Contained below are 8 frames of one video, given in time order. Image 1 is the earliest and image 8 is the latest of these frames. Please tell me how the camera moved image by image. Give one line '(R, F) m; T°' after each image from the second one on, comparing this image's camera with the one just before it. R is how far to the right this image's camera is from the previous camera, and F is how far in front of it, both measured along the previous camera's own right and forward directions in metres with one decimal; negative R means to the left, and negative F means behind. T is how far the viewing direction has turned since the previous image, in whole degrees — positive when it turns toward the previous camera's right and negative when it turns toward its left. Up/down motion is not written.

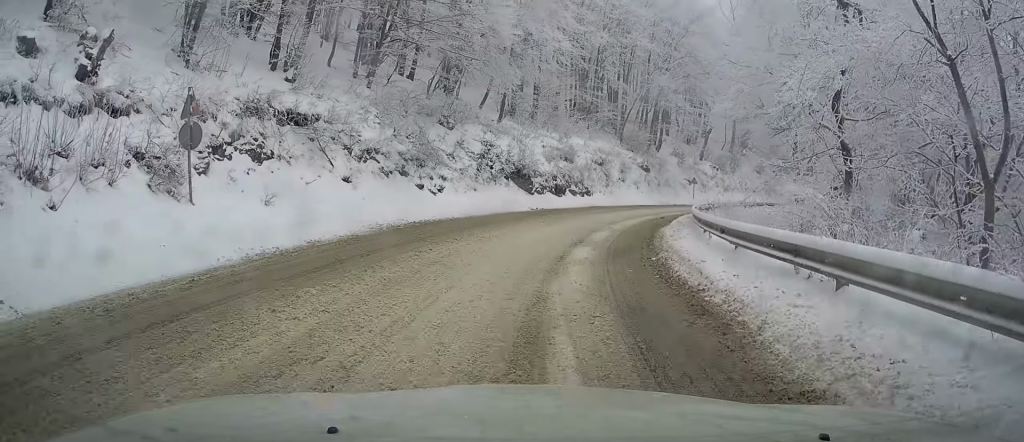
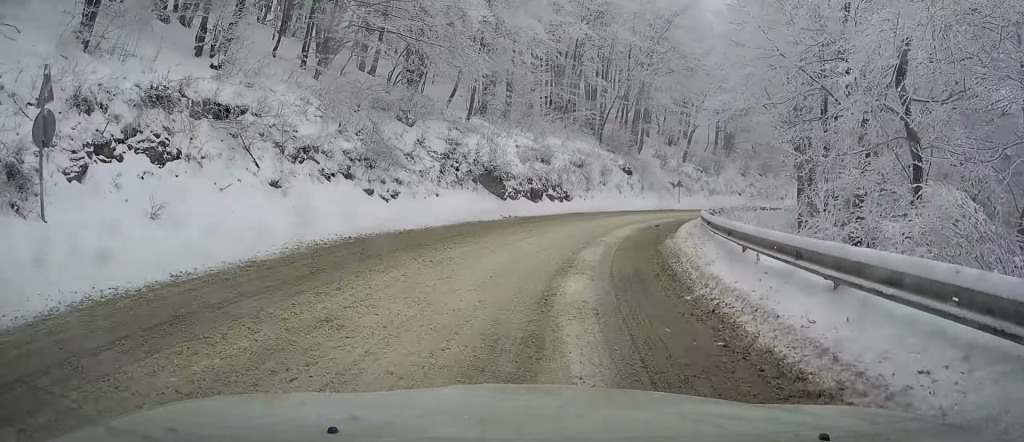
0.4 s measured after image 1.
(-0.3, +4.2) m; +3°
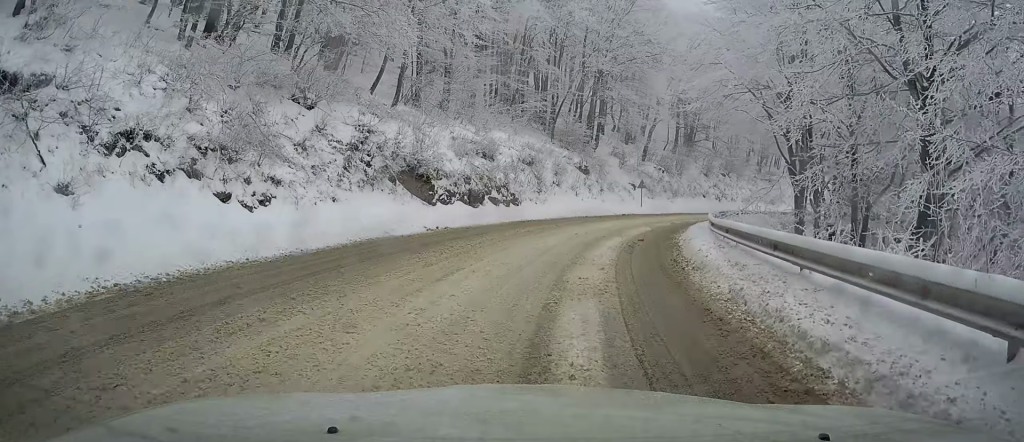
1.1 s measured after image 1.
(+0.7, +6.9) m; +7°
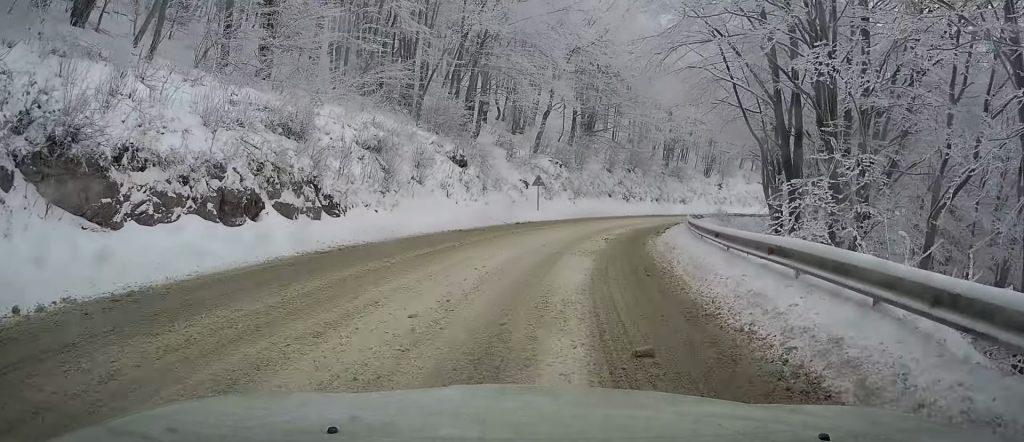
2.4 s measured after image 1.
(+1.1, +12.8) m; +8°
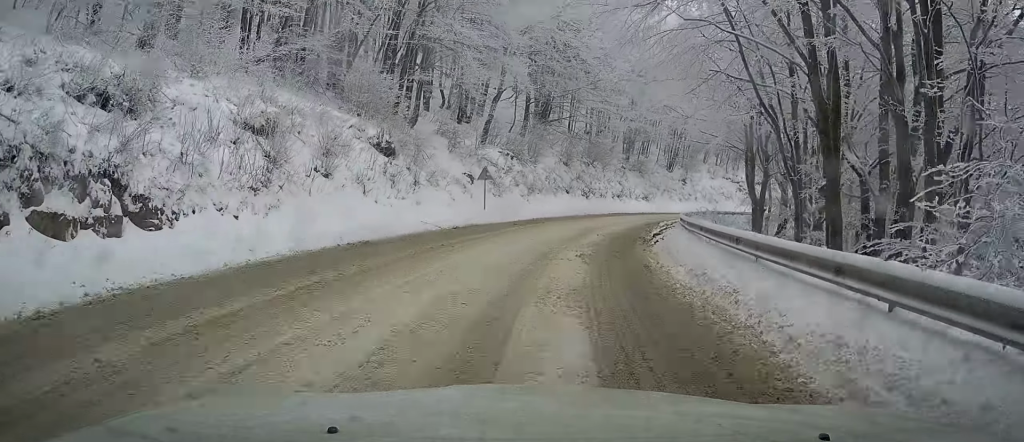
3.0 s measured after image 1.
(+0.2, +6.4) m; +2°
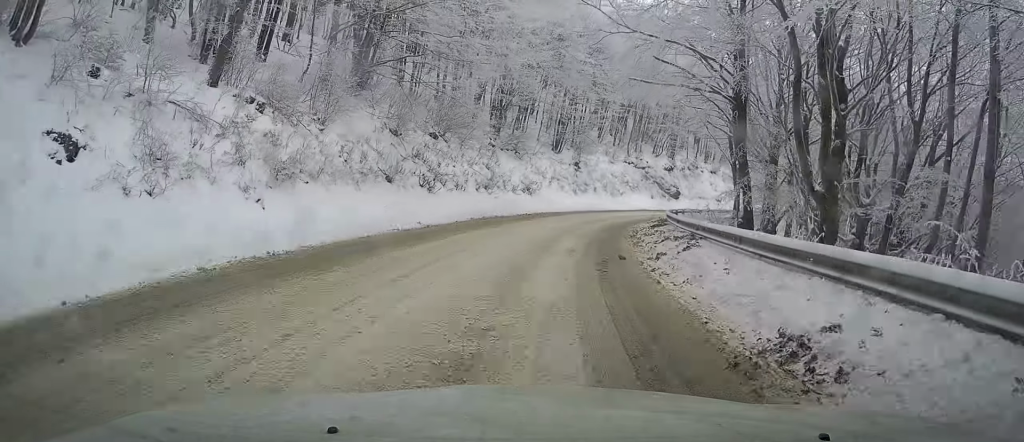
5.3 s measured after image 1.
(+1.3, +22.3) m; +10°
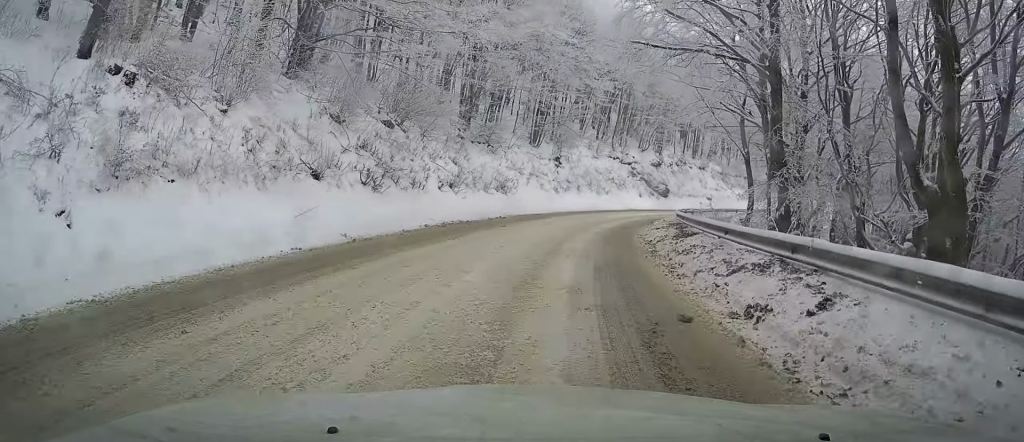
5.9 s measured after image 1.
(+0.3, +5.6) m; +4°
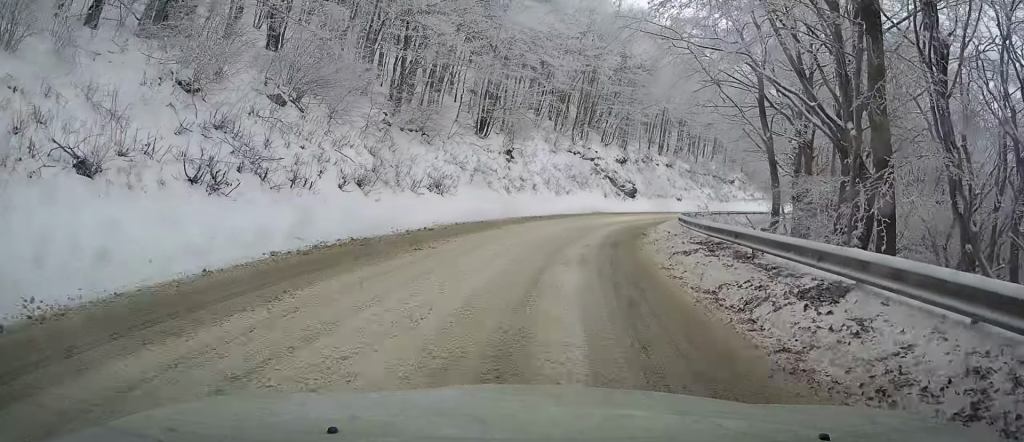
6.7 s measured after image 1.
(+0.4, +7.9) m; +5°
